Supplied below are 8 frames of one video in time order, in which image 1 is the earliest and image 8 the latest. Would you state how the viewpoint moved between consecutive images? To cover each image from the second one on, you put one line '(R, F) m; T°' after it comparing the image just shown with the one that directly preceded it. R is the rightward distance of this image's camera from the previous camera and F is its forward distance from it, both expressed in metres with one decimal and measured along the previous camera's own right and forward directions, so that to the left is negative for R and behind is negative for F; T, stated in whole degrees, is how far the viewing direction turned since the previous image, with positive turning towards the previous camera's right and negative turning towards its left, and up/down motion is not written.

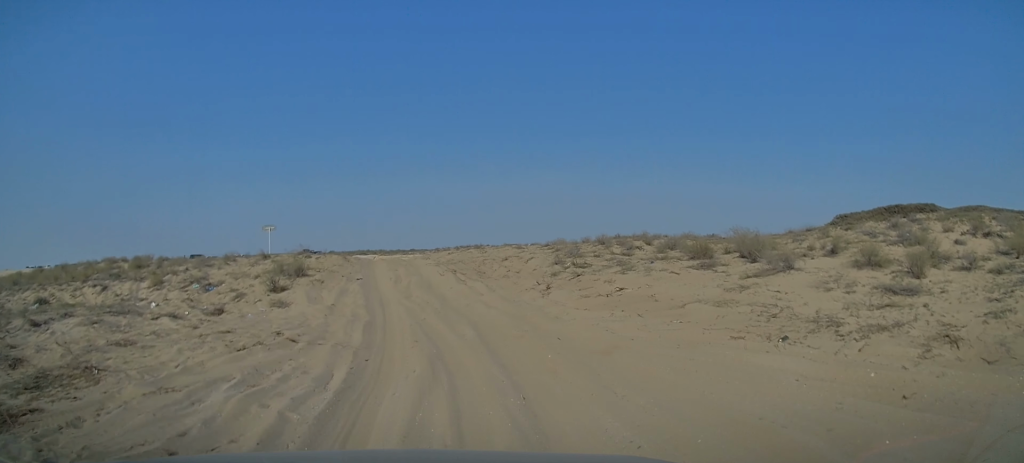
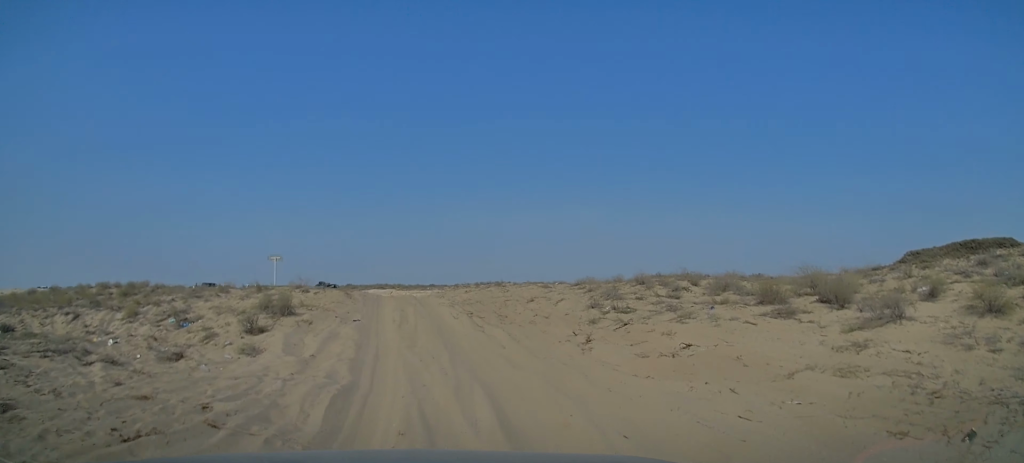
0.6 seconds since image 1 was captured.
(-0.2, +3.1) m; -3°
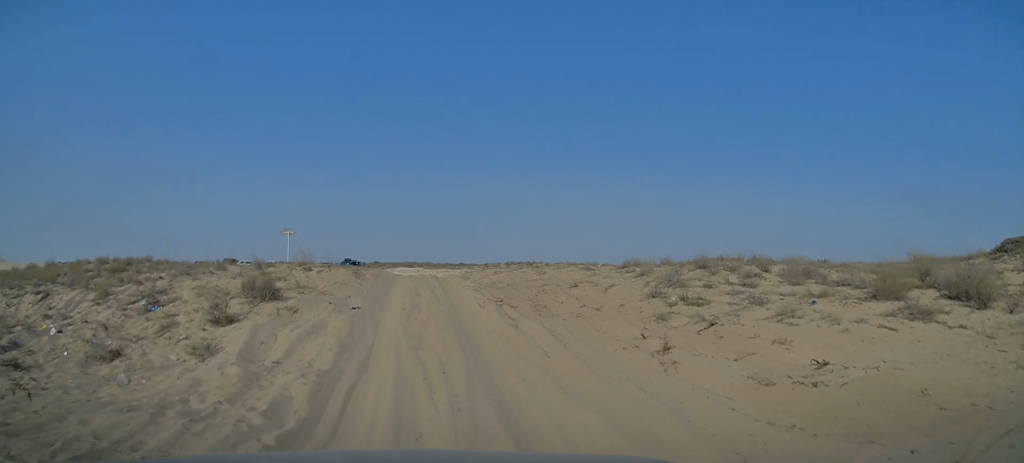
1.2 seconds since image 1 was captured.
(0.0, +3.3) m; -3°
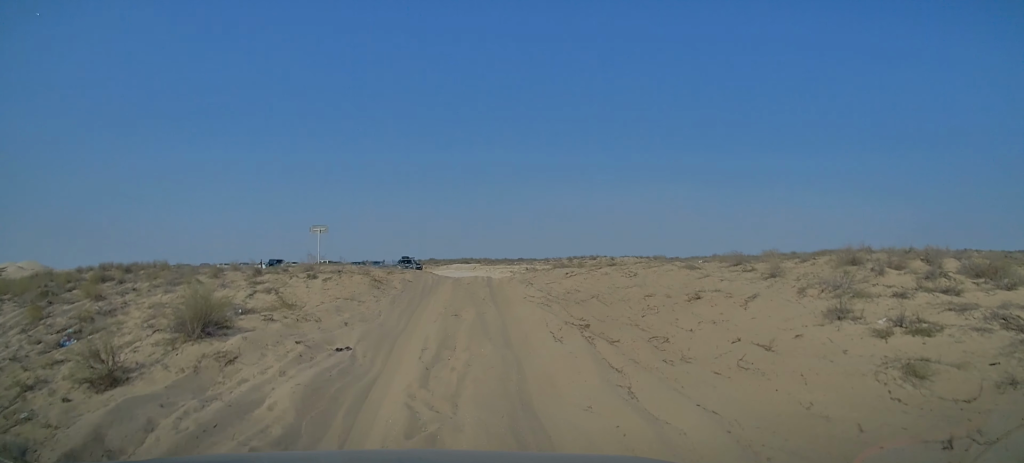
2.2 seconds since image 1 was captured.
(-0.3, +5.3) m; -6°
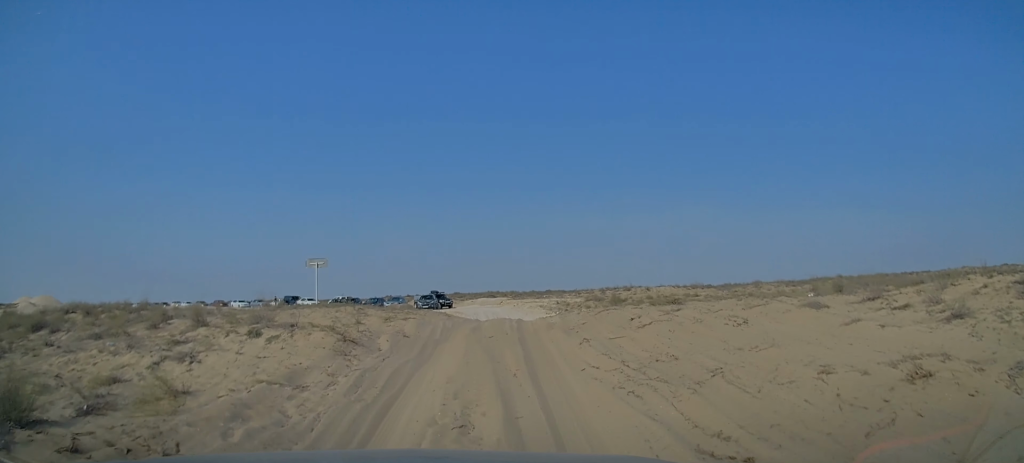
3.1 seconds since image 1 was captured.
(-0.3, +5.3) m; -3°
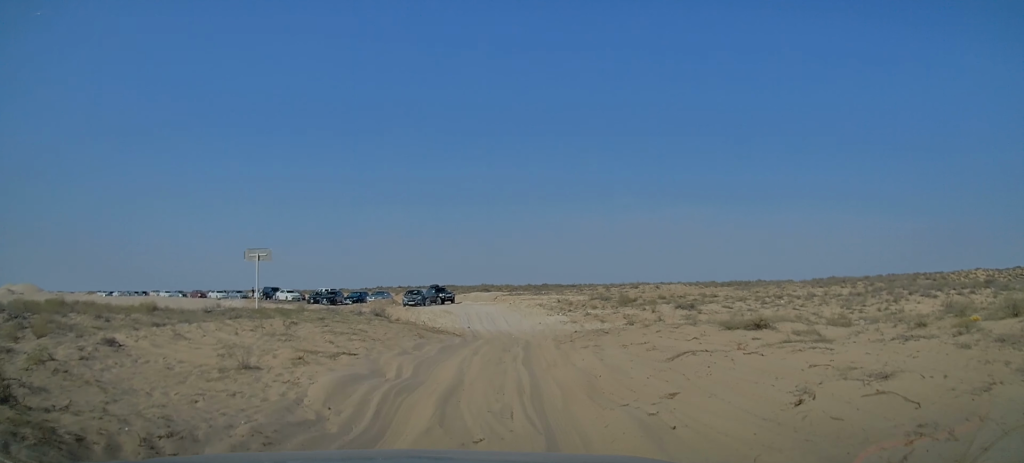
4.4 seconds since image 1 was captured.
(0.0, +6.8) m; +3°
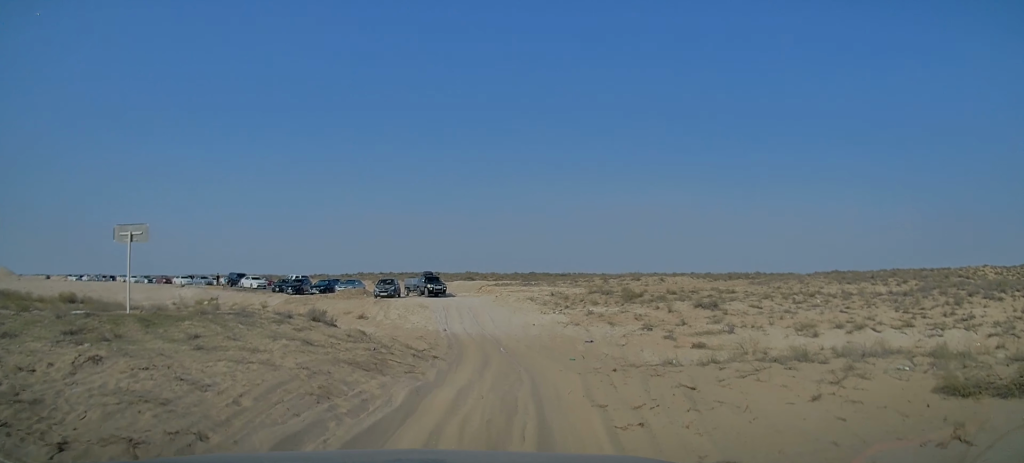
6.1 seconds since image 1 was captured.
(+0.3, +7.9) m; 0°
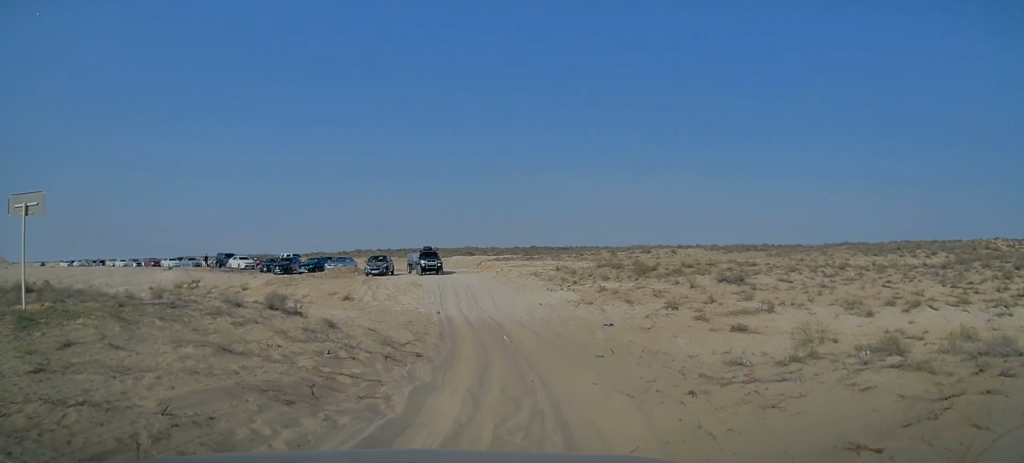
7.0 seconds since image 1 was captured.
(-0.2, +4.1) m; -3°
